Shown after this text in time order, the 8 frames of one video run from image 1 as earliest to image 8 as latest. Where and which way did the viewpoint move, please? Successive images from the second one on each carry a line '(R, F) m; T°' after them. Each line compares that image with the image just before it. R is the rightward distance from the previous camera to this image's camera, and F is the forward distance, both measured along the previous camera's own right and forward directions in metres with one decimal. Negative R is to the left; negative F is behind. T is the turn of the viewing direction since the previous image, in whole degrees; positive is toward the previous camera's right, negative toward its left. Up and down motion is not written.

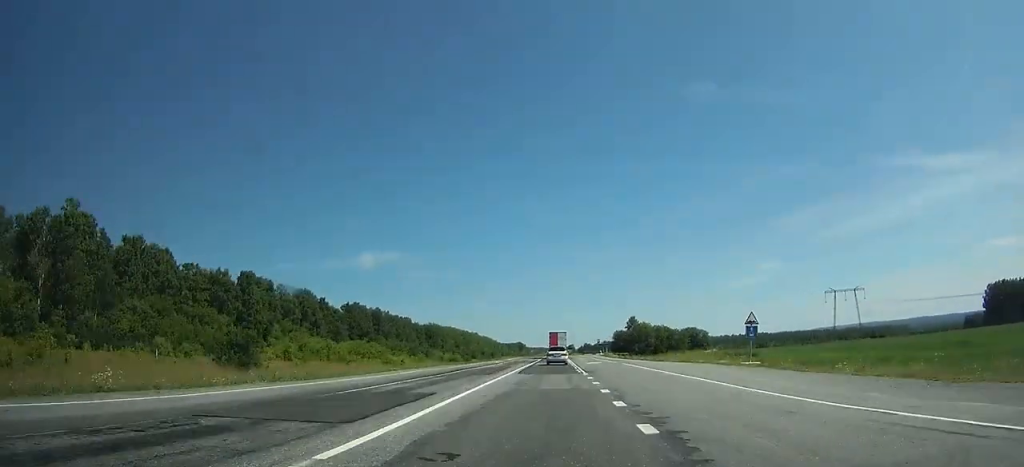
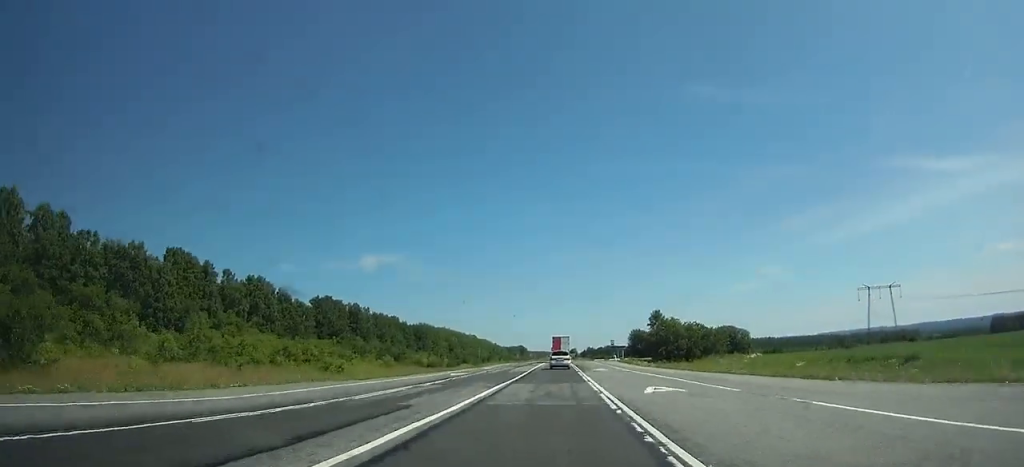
(0.0, +35.0) m; 0°
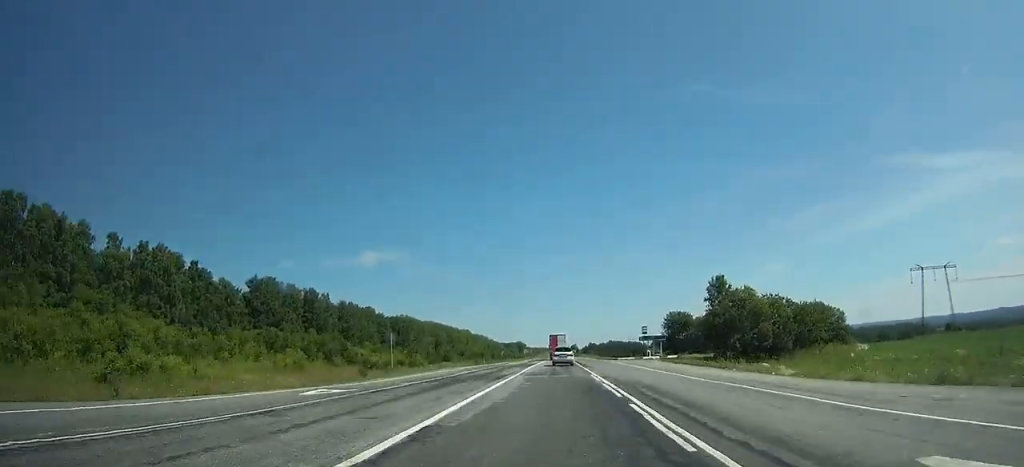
(0.0, +45.3) m; 0°
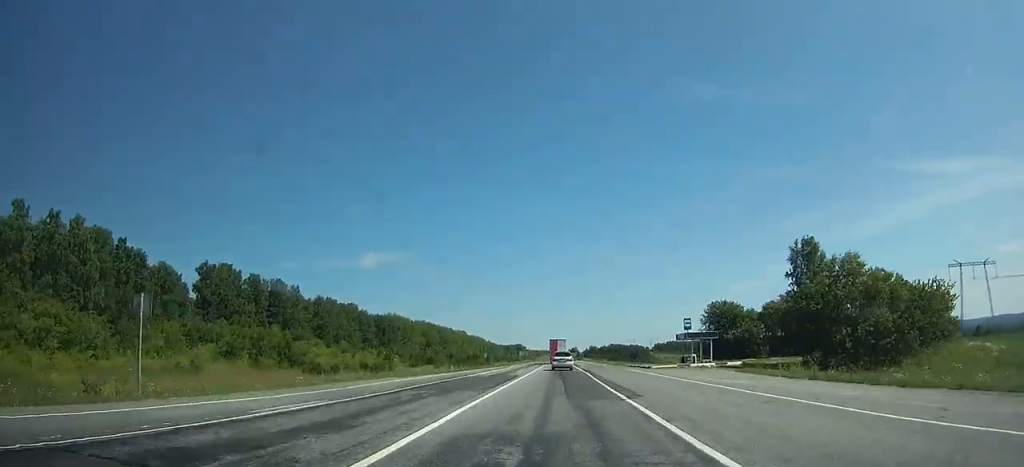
(0.0, +26.7) m; 0°
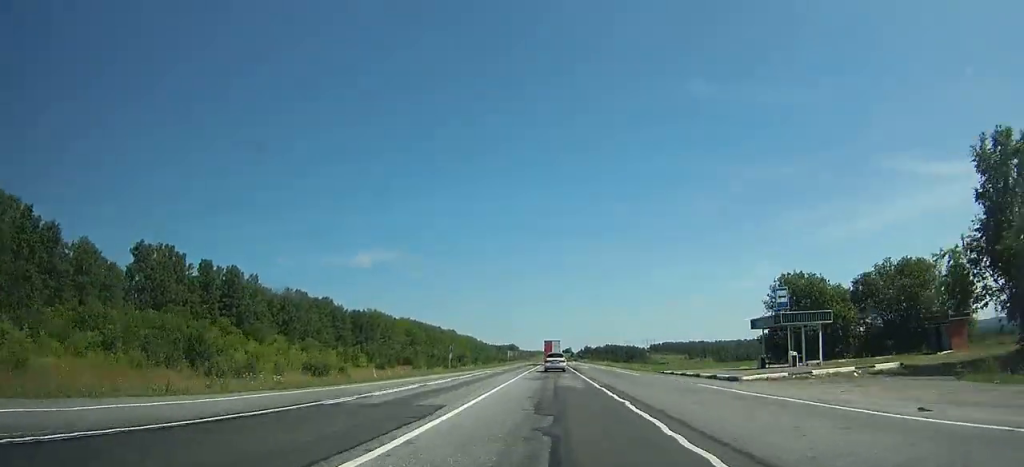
(0.0, +23.5) m; 0°
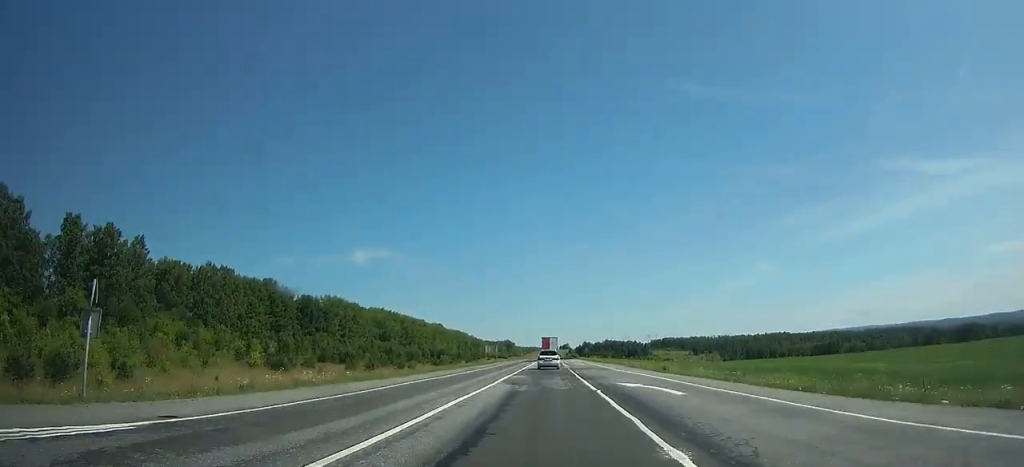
(+0.1, +49.2) m; 0°
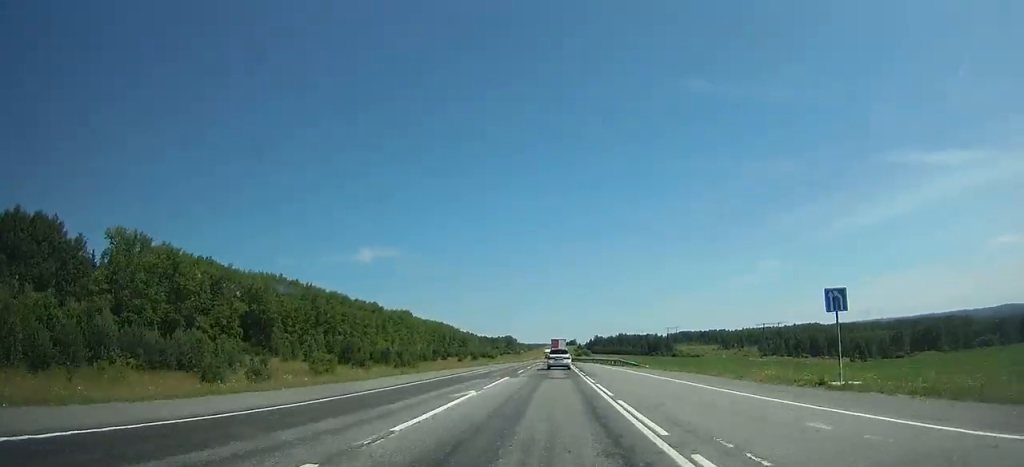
(-0.2, +124.8) m; 0°
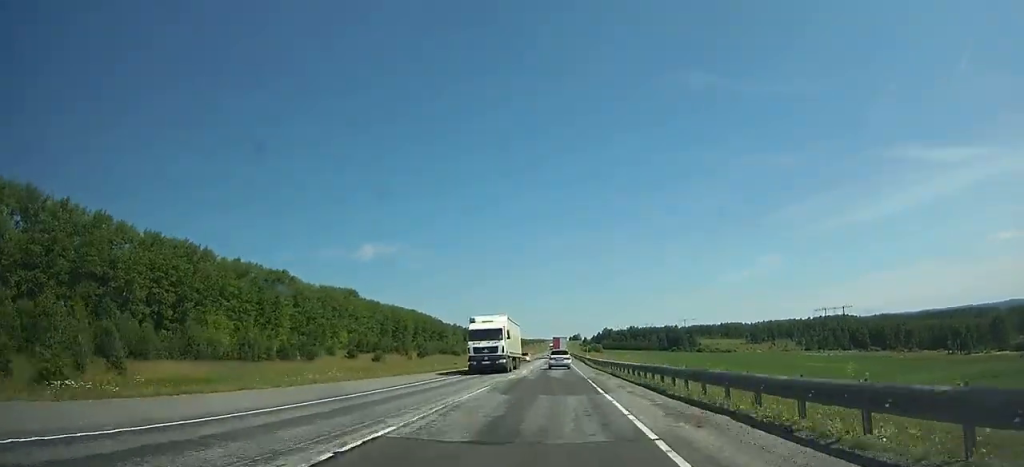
(+0.2, +106.5) m; 0°
